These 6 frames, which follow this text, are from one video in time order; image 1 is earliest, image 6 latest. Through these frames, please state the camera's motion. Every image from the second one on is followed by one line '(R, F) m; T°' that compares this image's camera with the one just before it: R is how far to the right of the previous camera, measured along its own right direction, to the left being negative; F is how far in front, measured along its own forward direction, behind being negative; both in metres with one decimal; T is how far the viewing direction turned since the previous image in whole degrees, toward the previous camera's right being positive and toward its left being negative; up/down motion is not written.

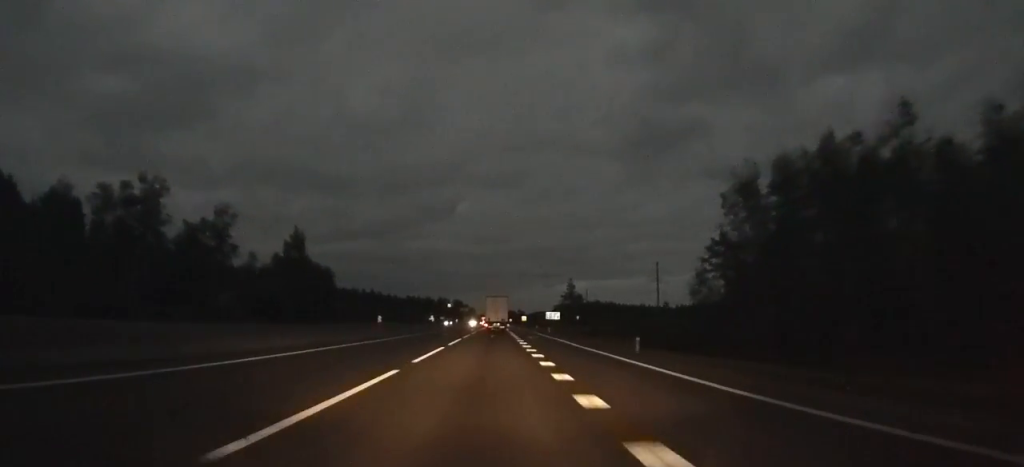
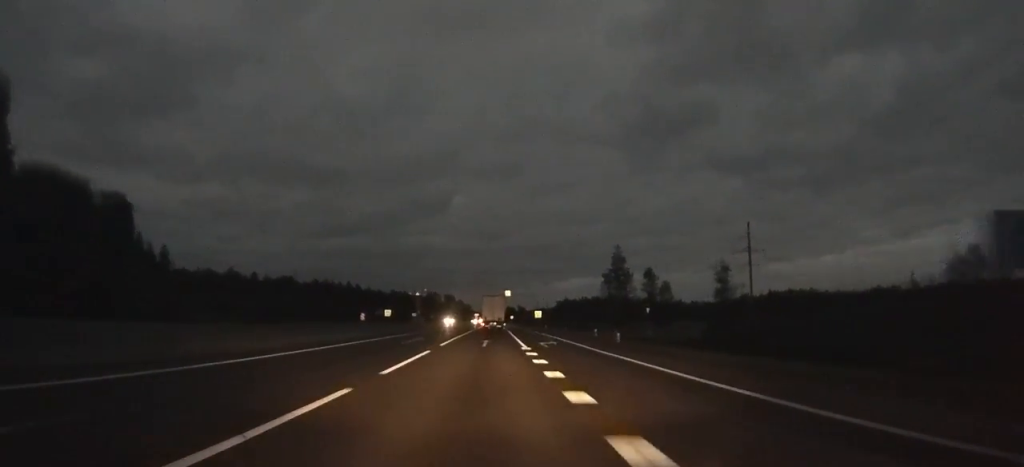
(+0.5, +75.6) m; +1°
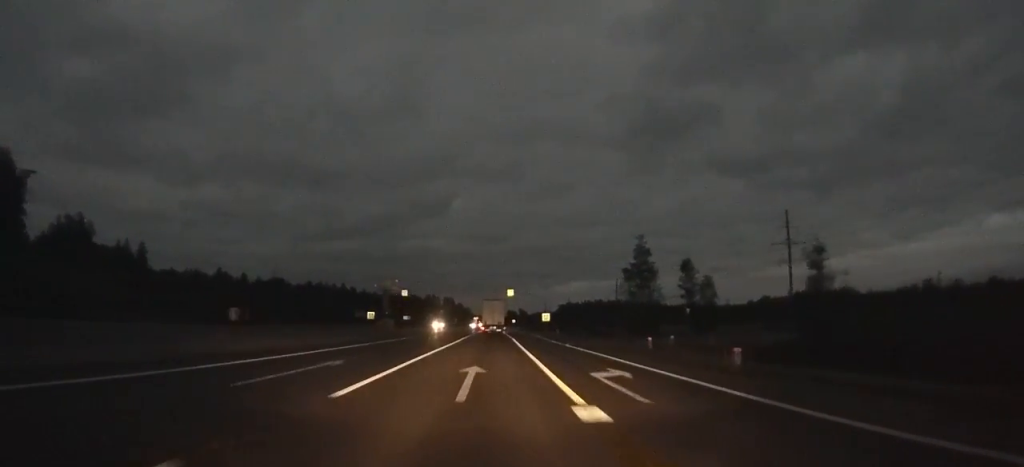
(0.0, +17.5) m; 0°
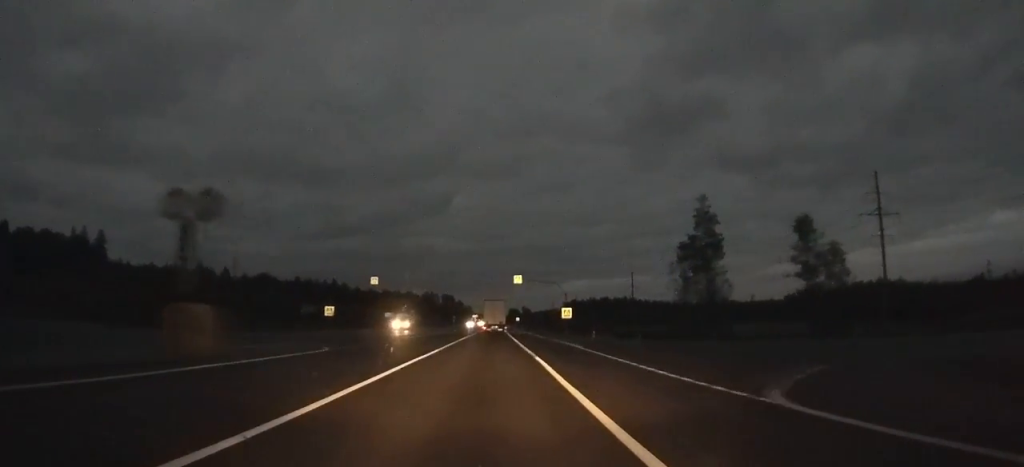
(0.0, +28.2) m; 0°
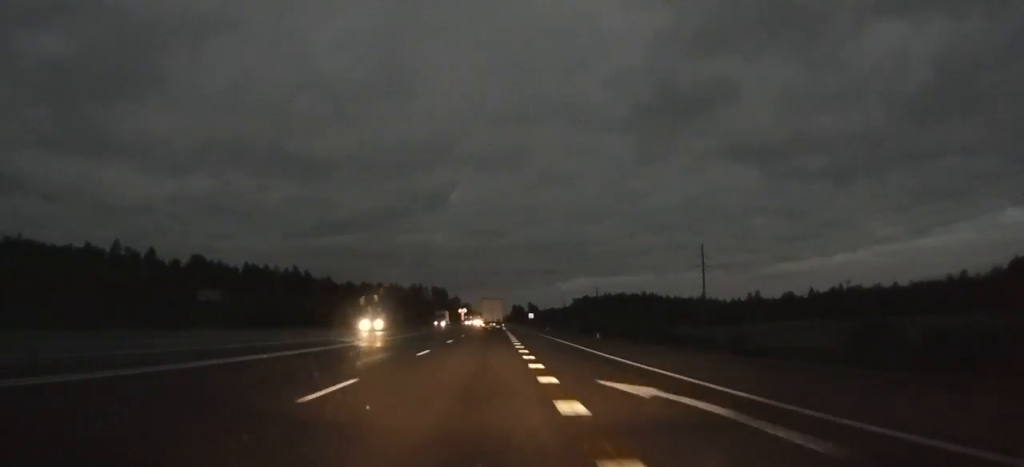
(-0.3, +81.3) m; 0°
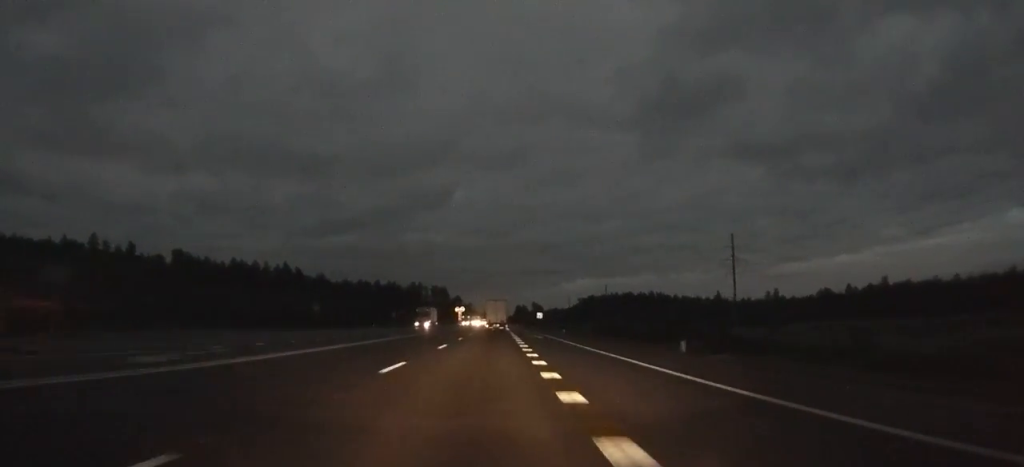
(0.0, +18.7) m; 0°
